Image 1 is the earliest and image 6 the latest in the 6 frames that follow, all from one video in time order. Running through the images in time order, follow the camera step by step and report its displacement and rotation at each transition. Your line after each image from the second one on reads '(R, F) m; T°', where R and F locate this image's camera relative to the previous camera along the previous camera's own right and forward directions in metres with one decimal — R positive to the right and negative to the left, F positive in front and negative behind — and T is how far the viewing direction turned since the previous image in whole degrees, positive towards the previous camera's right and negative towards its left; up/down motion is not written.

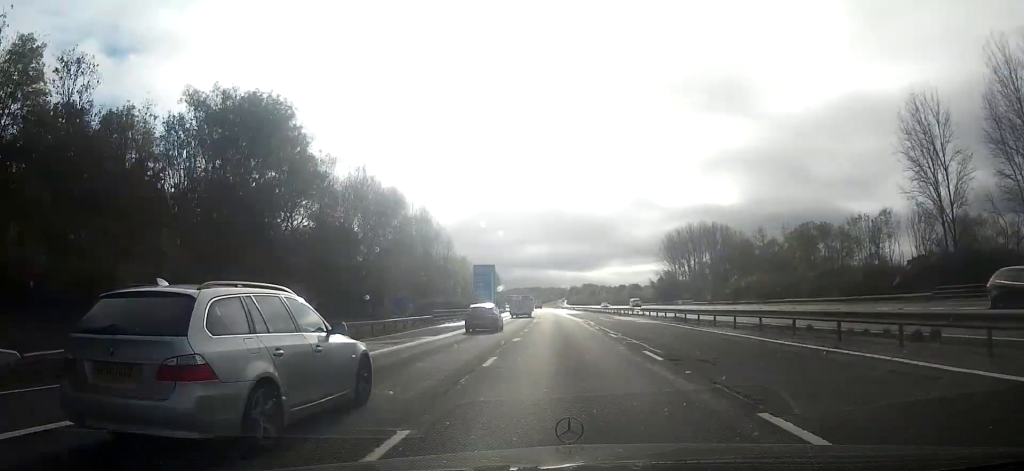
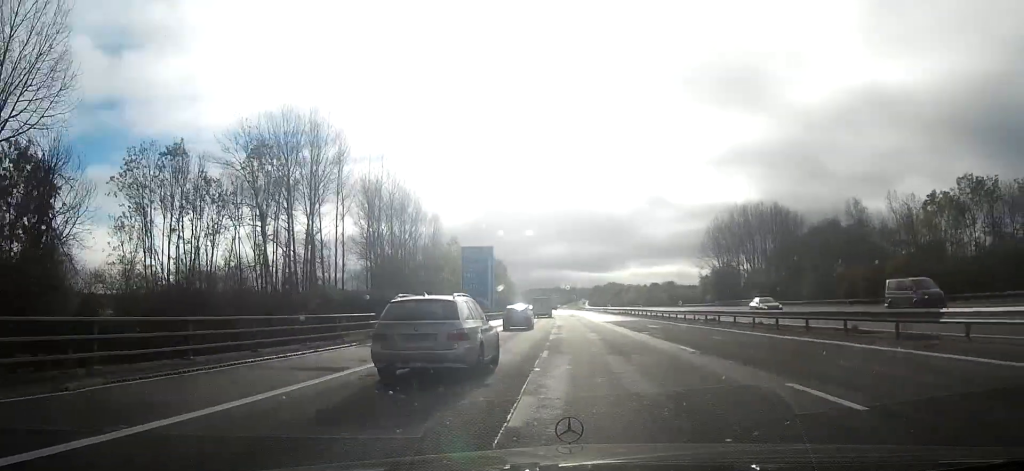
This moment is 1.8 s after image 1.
(-0.3, +42.4) m; -1°
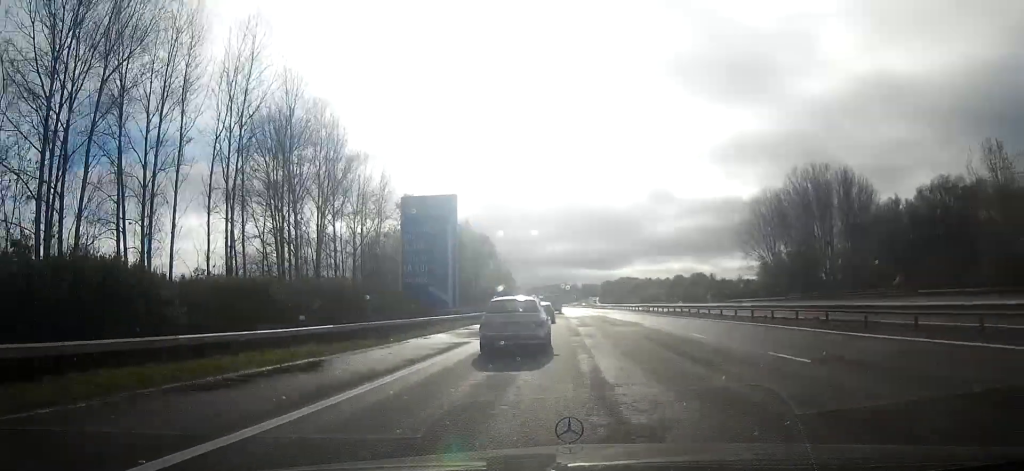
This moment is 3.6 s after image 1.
(-0.5, +40.3) m; -1°
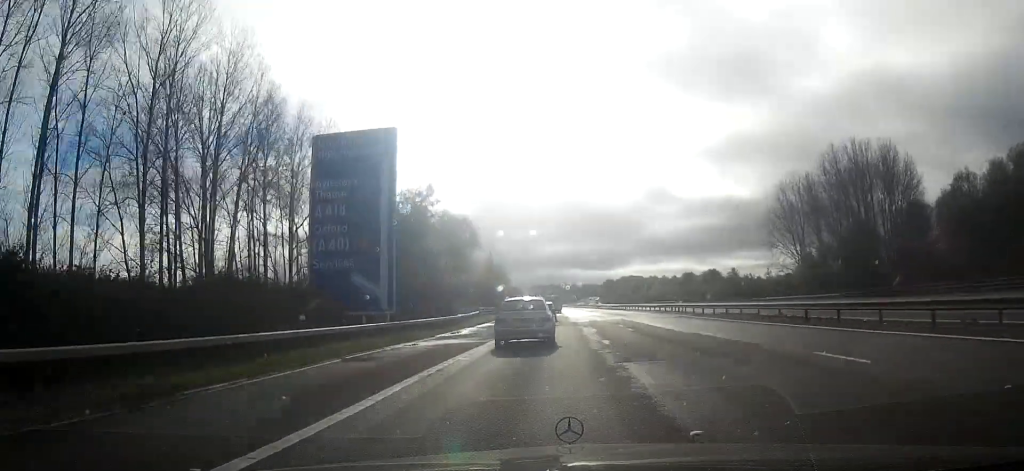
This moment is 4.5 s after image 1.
(+0.1, +19.6) m; 0°
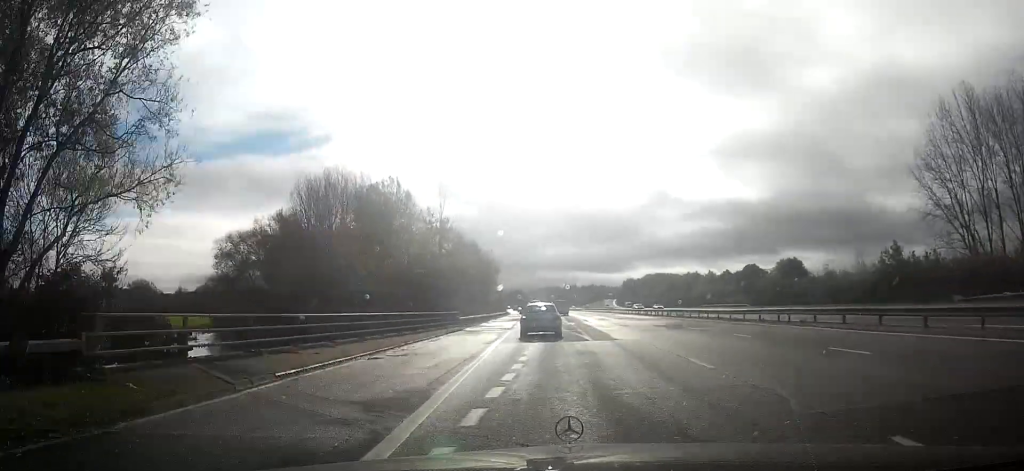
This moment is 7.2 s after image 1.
(-0.3, +60.6) m; -1°
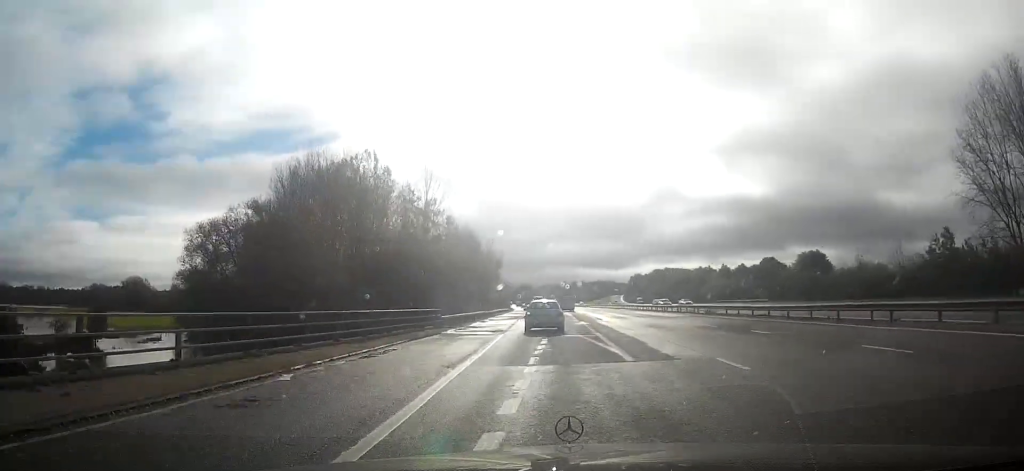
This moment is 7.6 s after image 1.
(-0.1, +9.6) m; 0°
